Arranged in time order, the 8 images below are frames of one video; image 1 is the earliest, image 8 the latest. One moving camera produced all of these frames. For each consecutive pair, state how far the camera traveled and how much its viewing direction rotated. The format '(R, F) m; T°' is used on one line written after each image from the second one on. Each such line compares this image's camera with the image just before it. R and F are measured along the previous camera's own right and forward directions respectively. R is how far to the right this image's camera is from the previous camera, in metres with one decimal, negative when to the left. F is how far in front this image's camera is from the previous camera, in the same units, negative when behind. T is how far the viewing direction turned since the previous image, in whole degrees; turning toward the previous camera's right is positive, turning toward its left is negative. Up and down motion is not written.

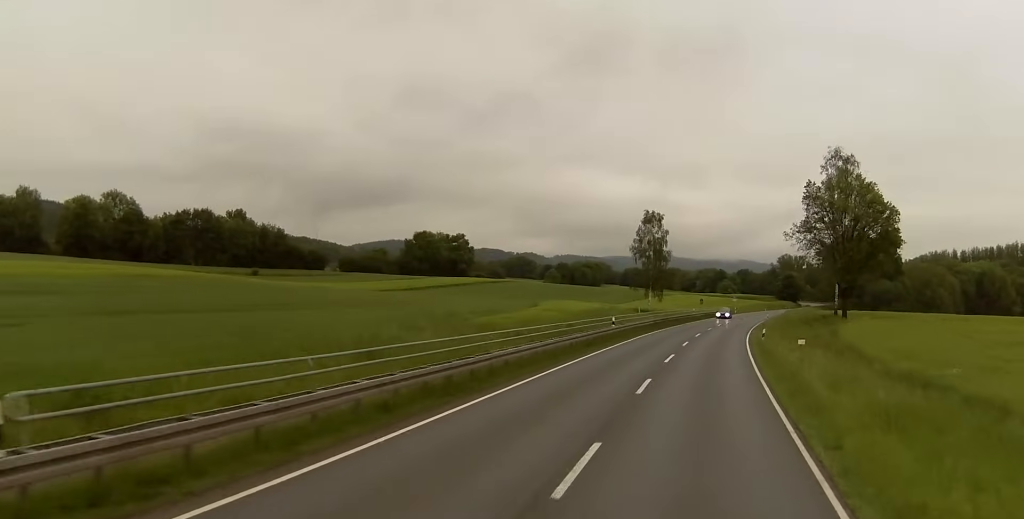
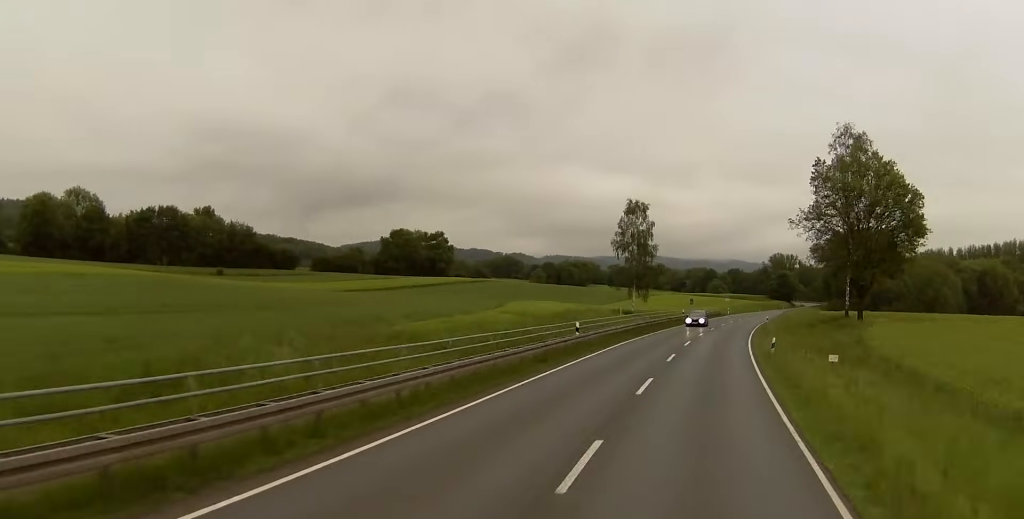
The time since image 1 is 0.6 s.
(+0.4, +12.3) m; +1°
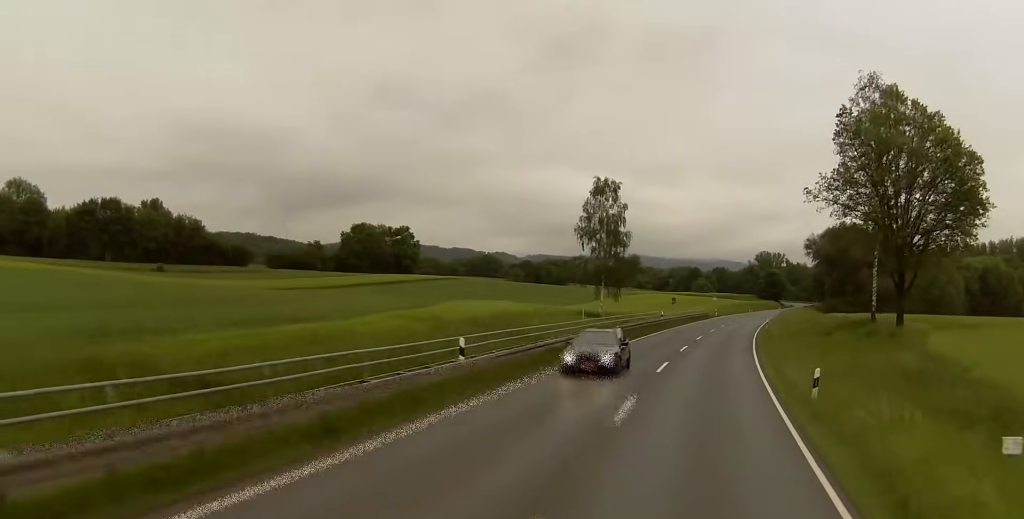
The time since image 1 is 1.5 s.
(+0.1, +19.0) m; +1°
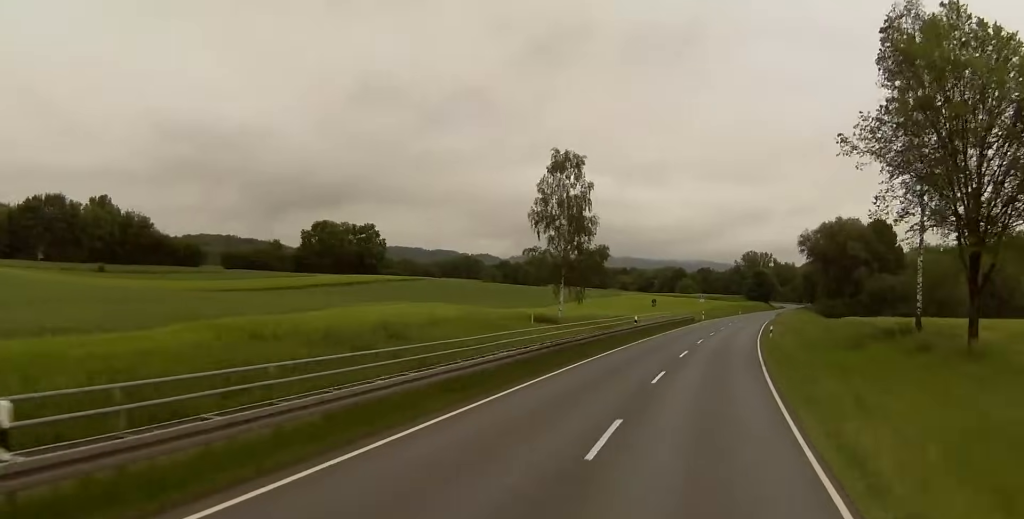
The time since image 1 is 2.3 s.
(0.0, +17.5) m; +1°
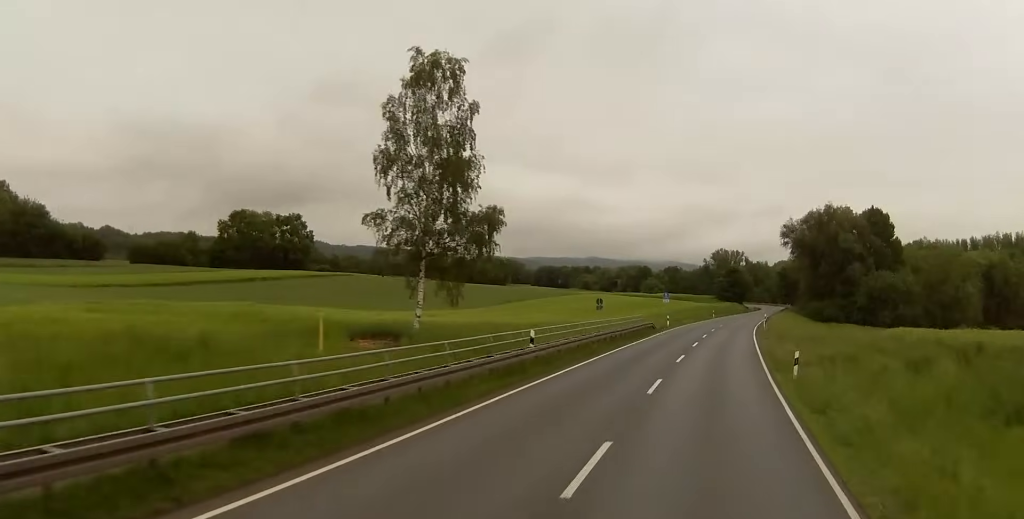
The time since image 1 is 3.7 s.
(+0.9, +30.6) m; +2°
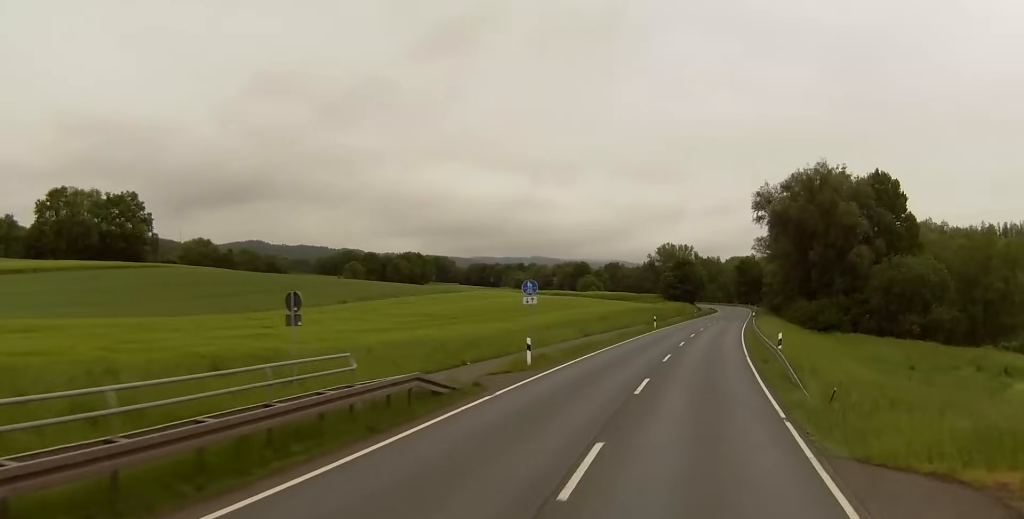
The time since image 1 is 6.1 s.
(+1.0, +44.8) m; +3°
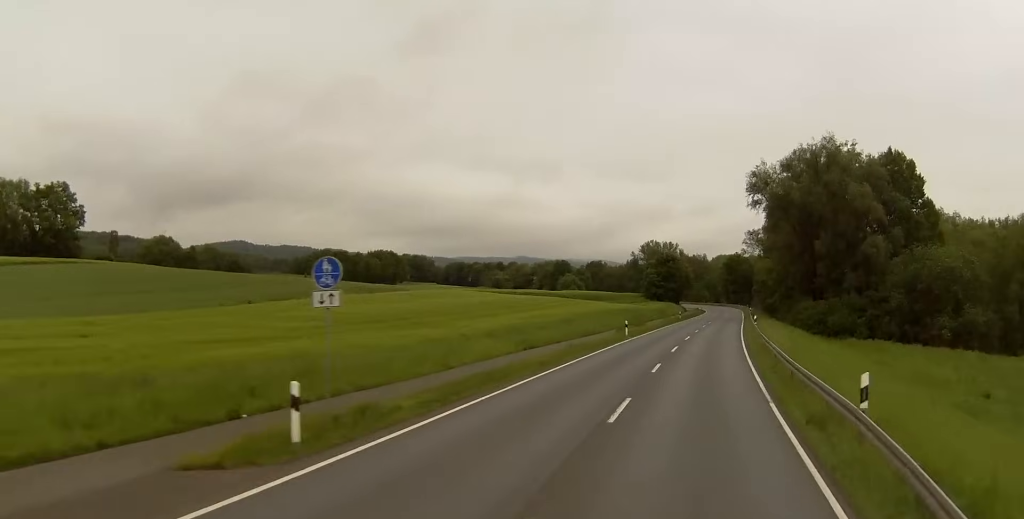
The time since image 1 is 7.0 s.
(+0.2, +15.7) m; +1°
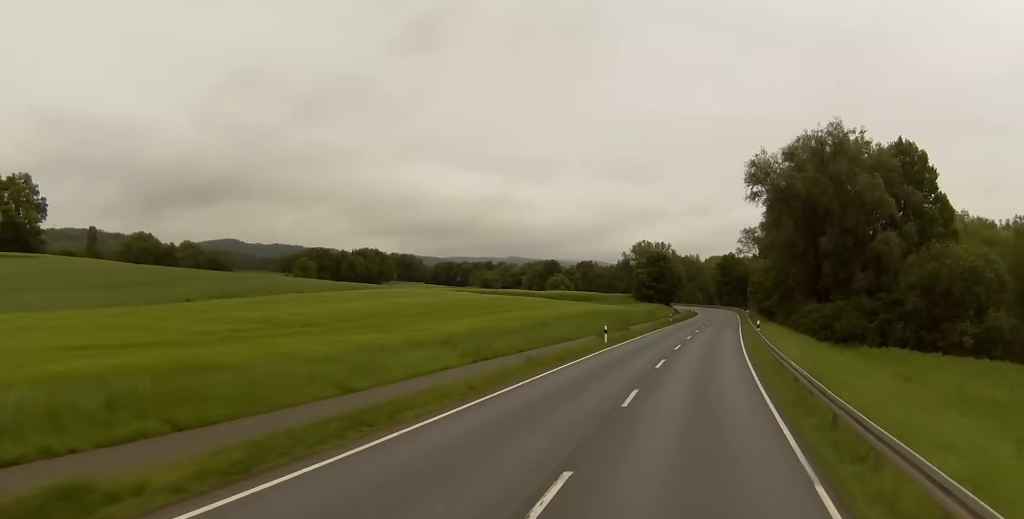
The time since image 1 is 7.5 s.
(0.0, +8.6) m; 0°
